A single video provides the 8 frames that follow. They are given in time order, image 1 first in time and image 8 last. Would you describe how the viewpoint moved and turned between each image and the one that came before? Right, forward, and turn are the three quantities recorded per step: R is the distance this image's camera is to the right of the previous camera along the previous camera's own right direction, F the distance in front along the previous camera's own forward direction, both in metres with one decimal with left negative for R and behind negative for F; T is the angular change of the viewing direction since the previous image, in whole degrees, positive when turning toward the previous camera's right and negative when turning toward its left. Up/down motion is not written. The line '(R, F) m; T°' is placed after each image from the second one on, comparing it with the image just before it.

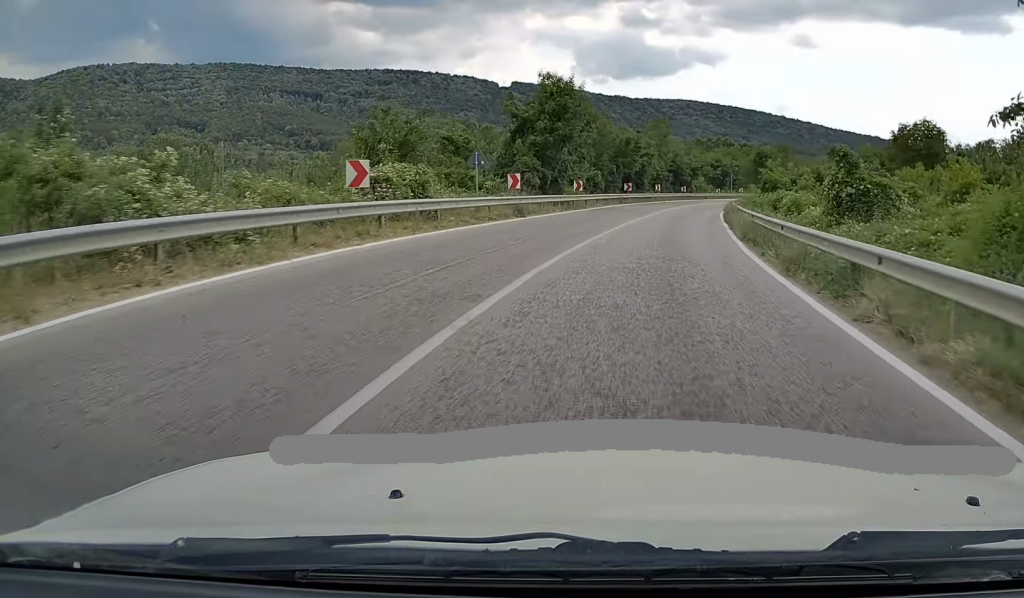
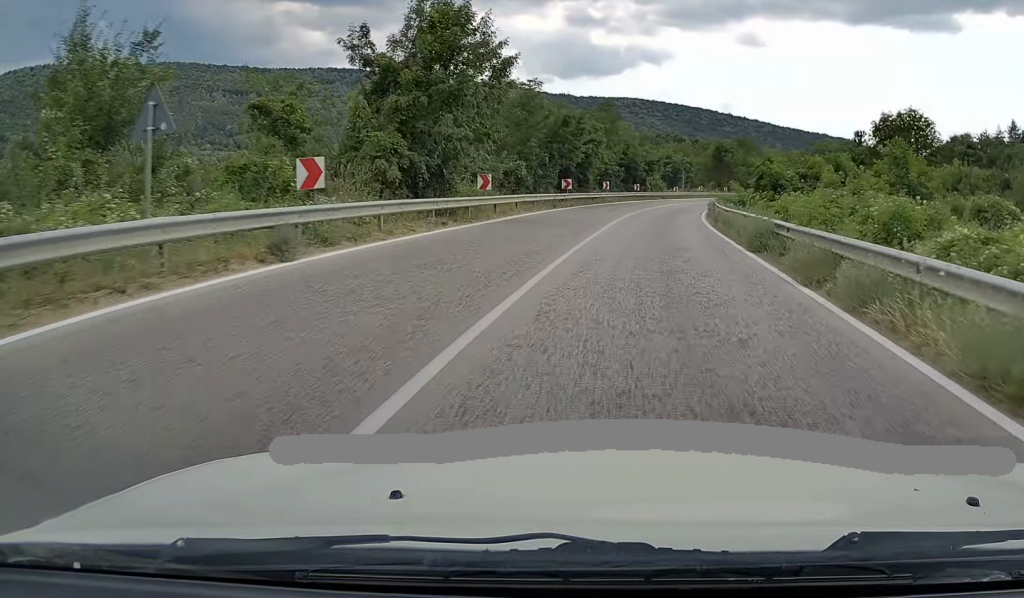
(+0.5, +17.0) m; +4°
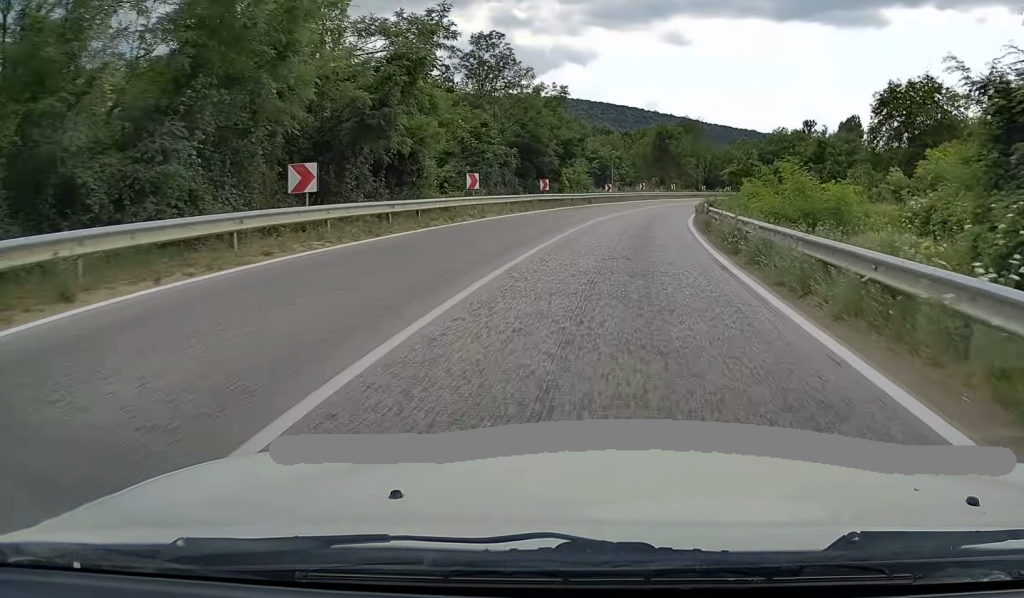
(+2.0, +32.4) m; +6°
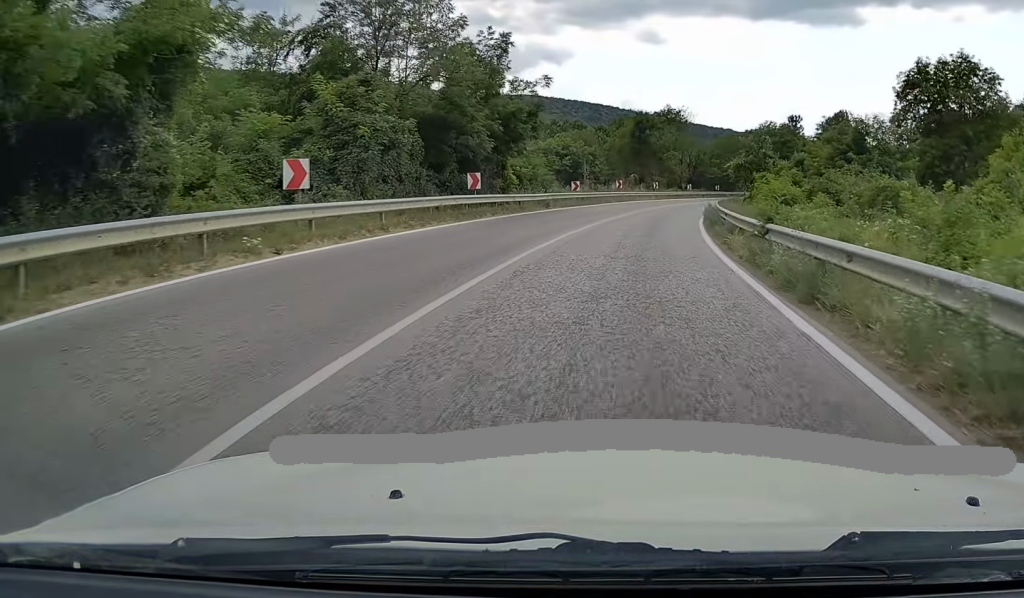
(0.0, +15.5) m; +2°
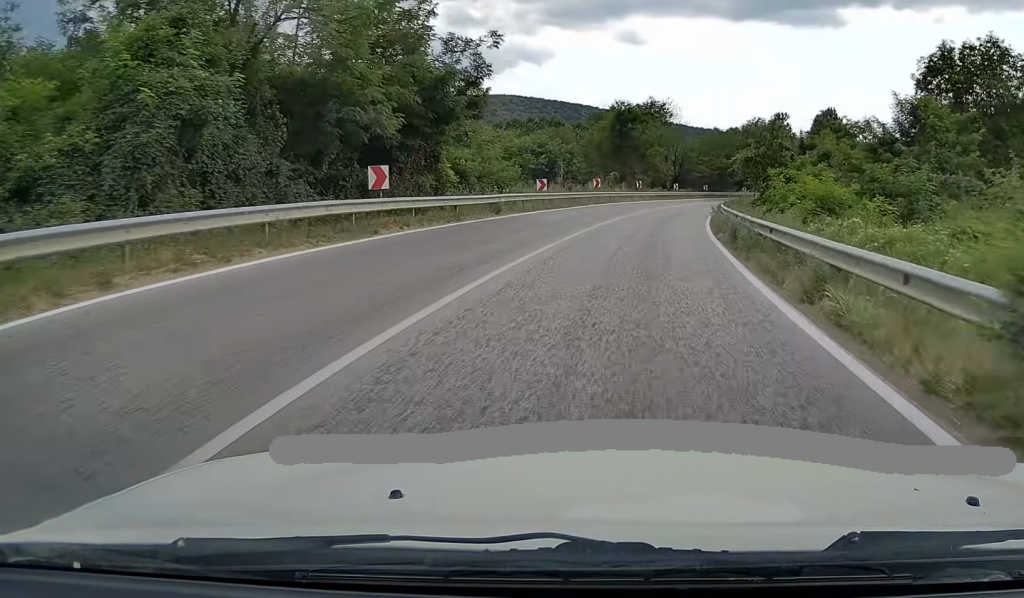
(+0.1, +10.0) m; +2°
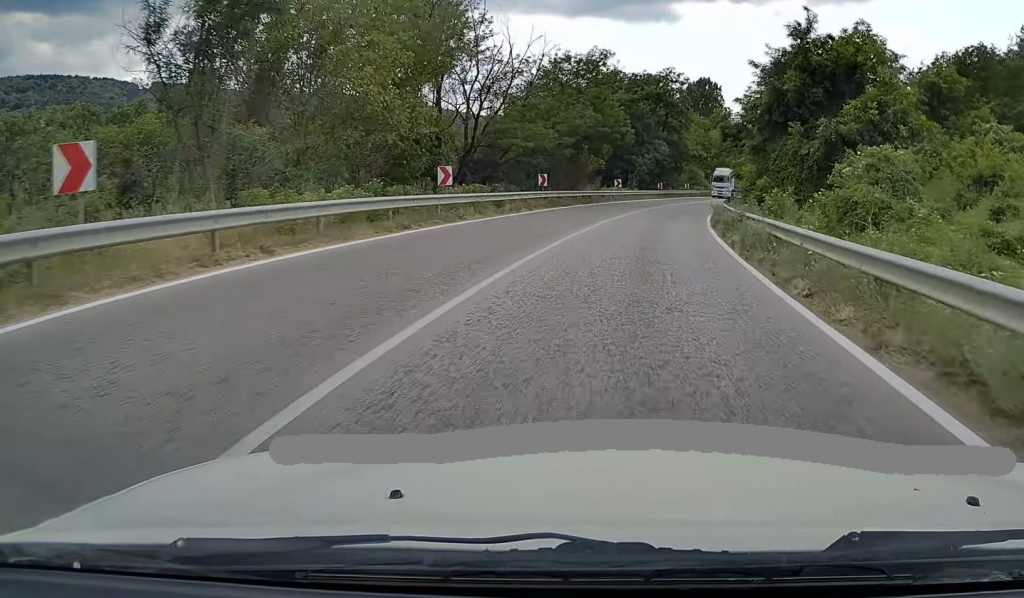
(+6.6, +60.8) m; +14°
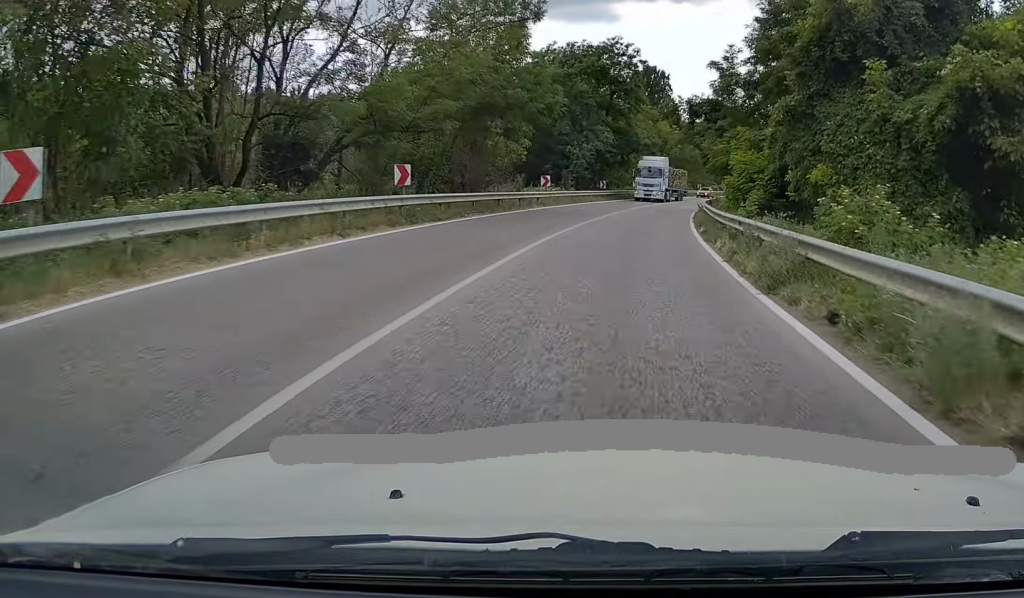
(+1.0, +17.4) m; +3°
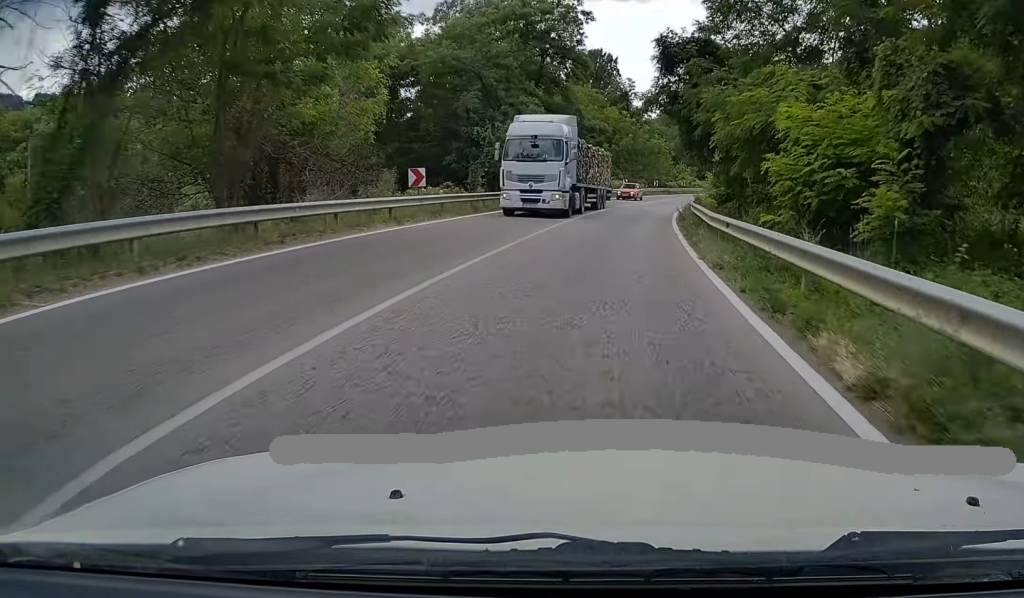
(+0.5, +18.9) m; +2°
